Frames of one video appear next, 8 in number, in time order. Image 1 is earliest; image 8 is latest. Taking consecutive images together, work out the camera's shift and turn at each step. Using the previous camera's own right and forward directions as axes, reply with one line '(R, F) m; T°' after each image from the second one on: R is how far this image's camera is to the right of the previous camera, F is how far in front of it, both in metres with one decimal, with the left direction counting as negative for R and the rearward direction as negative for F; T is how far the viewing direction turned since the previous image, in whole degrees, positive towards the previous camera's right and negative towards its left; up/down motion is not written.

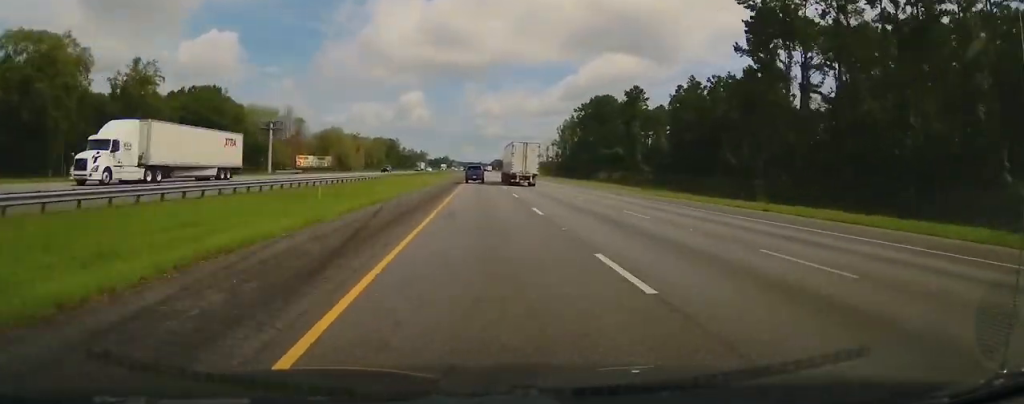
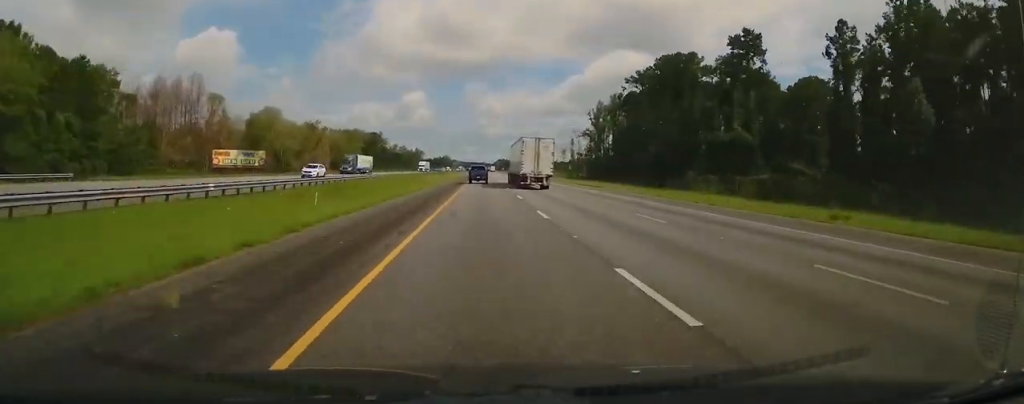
(+0.2, +110.0) m; 0°
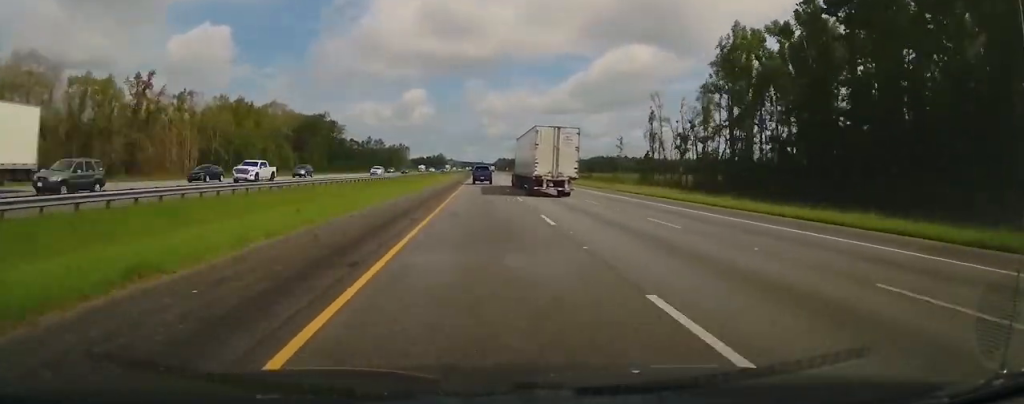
(-0.2, +121.1) m; 0°
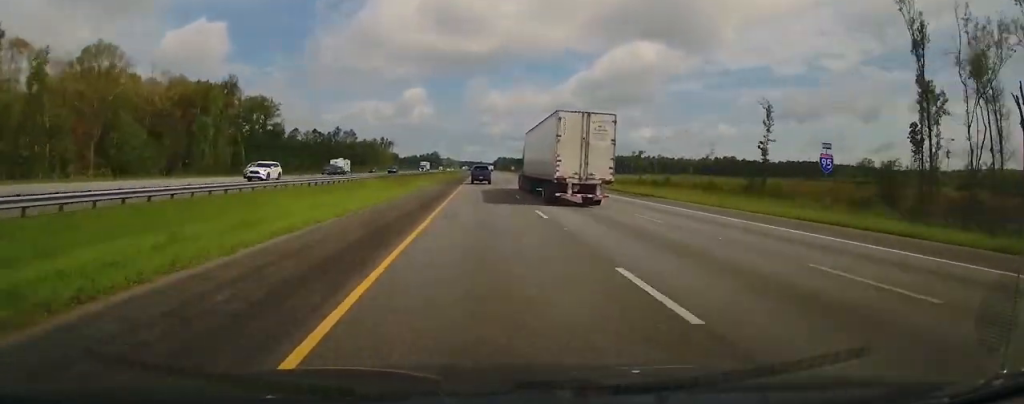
(0.0, +85.9) m; 0°
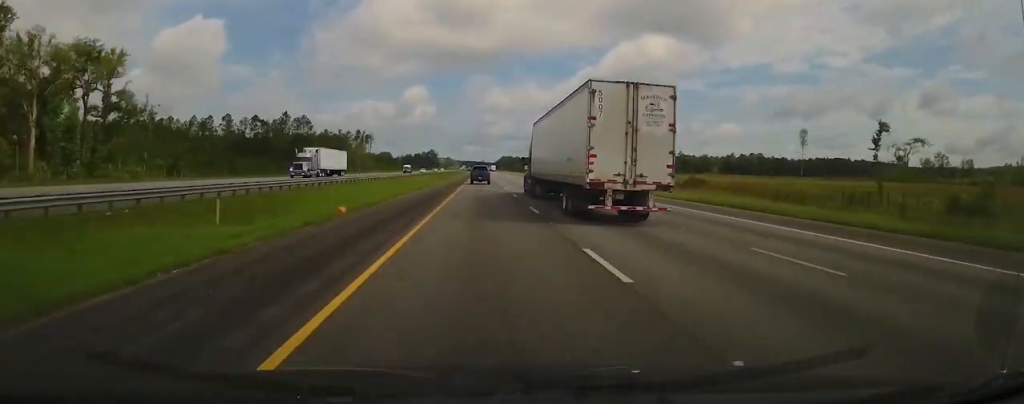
(-0.1, +83.9) m; 0°
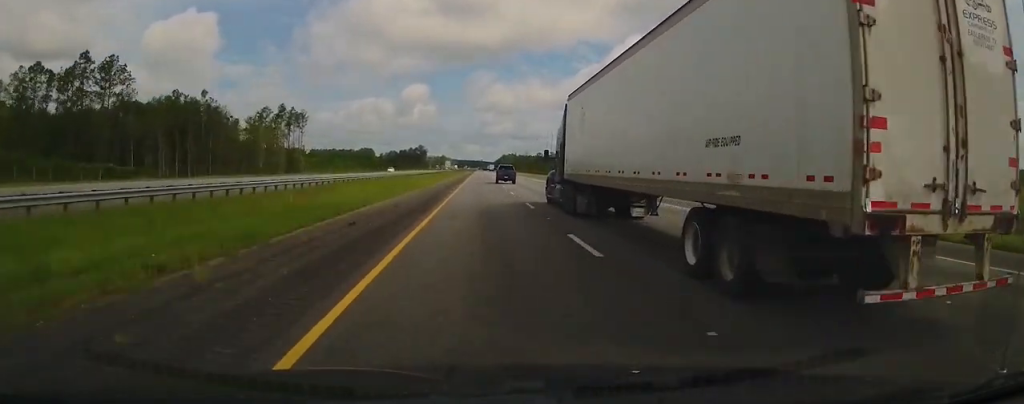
(+0.2, +117.6) m; 0°
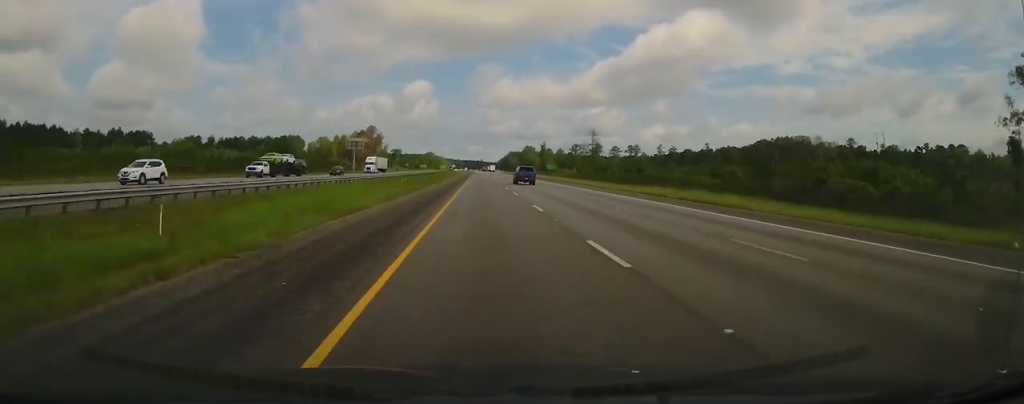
(0.0, +263.3) m; 0°
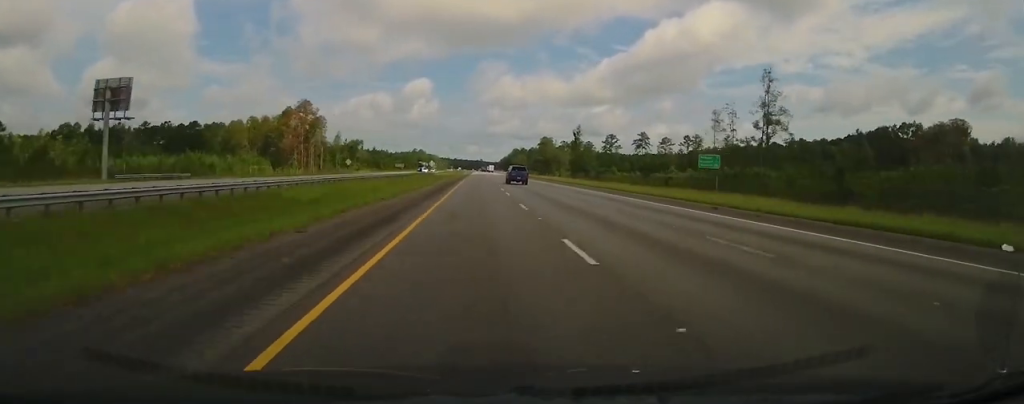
(+0.1, +126.8) m; 0°
